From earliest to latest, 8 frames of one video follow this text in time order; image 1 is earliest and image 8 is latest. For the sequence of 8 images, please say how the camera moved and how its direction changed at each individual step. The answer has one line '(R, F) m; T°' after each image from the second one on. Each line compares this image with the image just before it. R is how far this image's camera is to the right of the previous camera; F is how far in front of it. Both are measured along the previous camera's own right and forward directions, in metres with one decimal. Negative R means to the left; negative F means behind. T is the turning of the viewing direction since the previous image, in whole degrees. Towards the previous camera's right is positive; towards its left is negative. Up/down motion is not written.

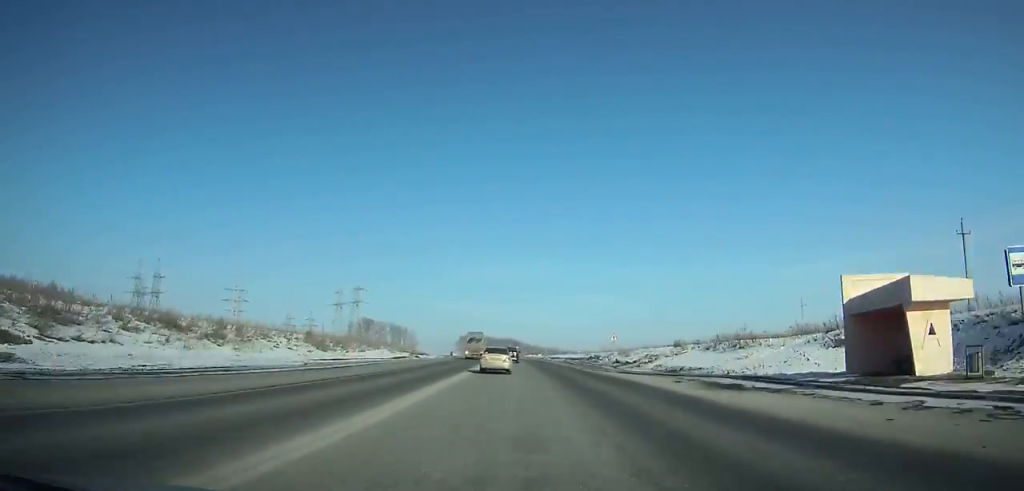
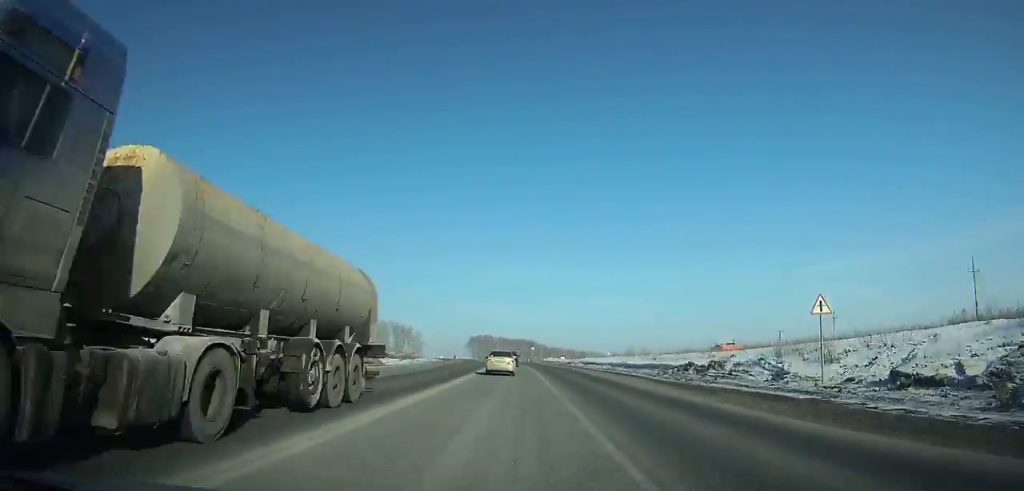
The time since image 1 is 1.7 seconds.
(-0.1, +40.9) m; -2°
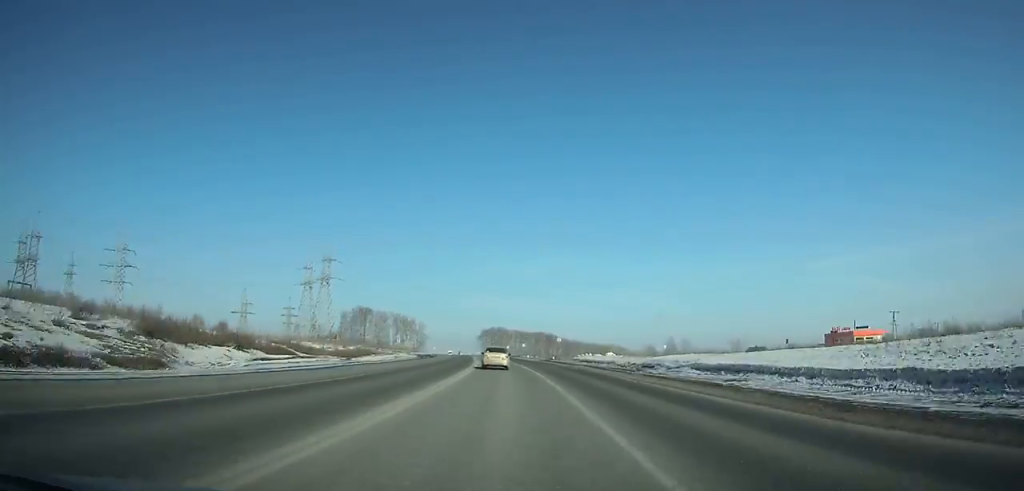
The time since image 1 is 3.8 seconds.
(-1.3, +51.2) m; -3°
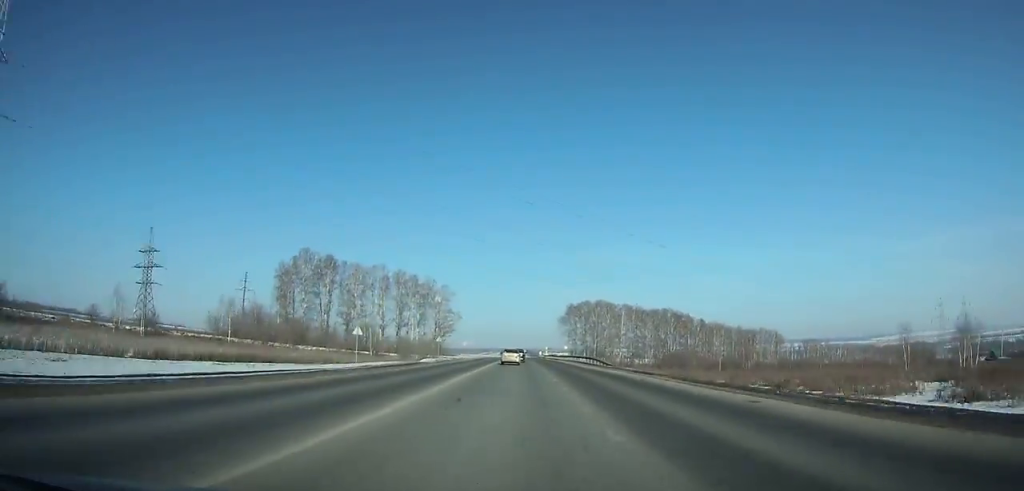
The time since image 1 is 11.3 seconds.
(-12.1, +189.2) m; -5°
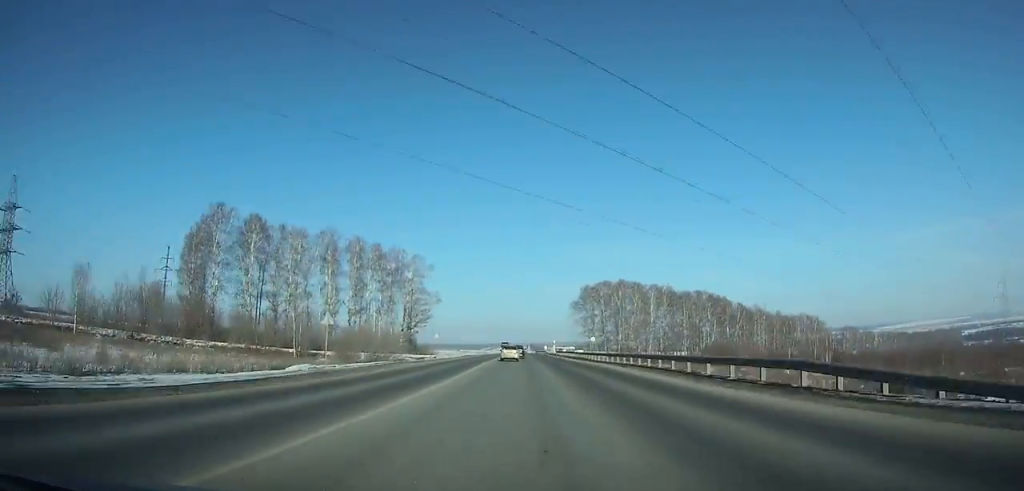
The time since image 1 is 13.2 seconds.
(-0.2, +50.1) m; 0°
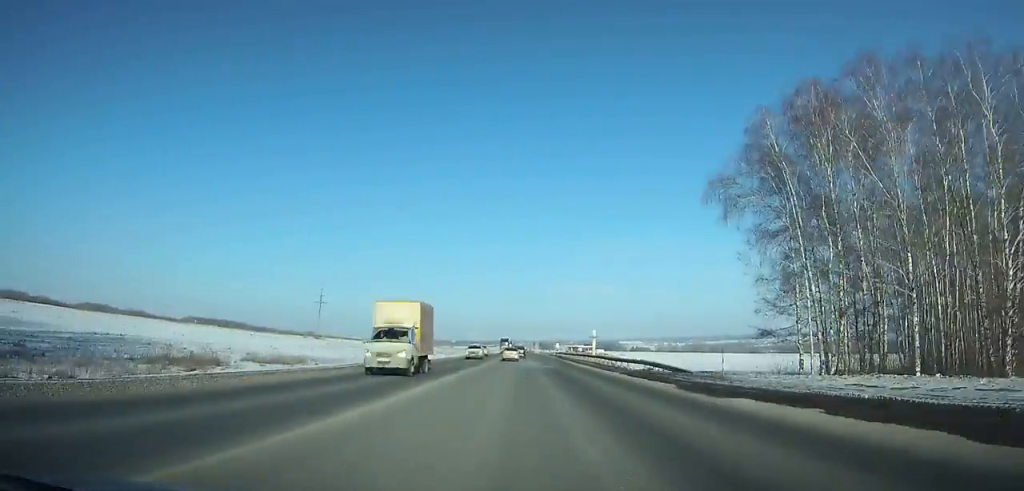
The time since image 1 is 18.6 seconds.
(-0.5, +144.8) m; 0°
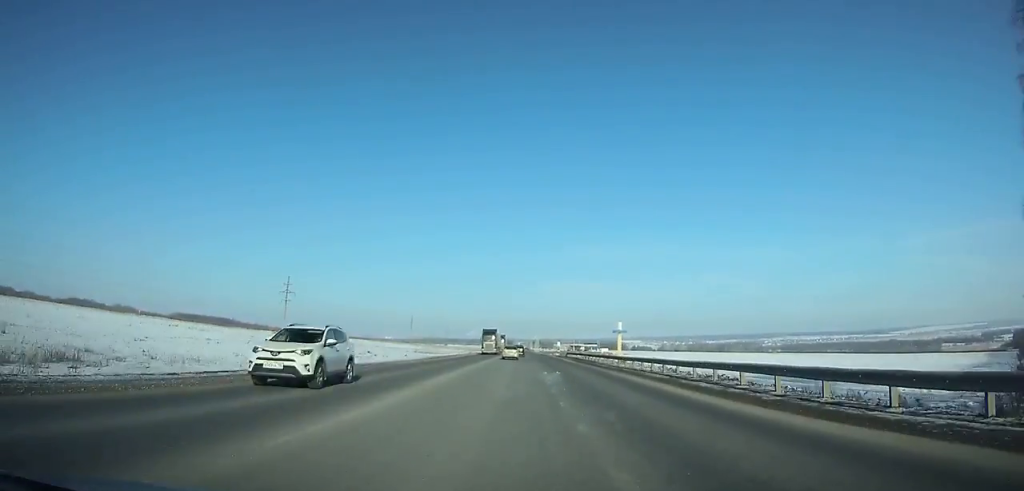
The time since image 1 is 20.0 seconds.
(-0.1, +38.1) m; 0°
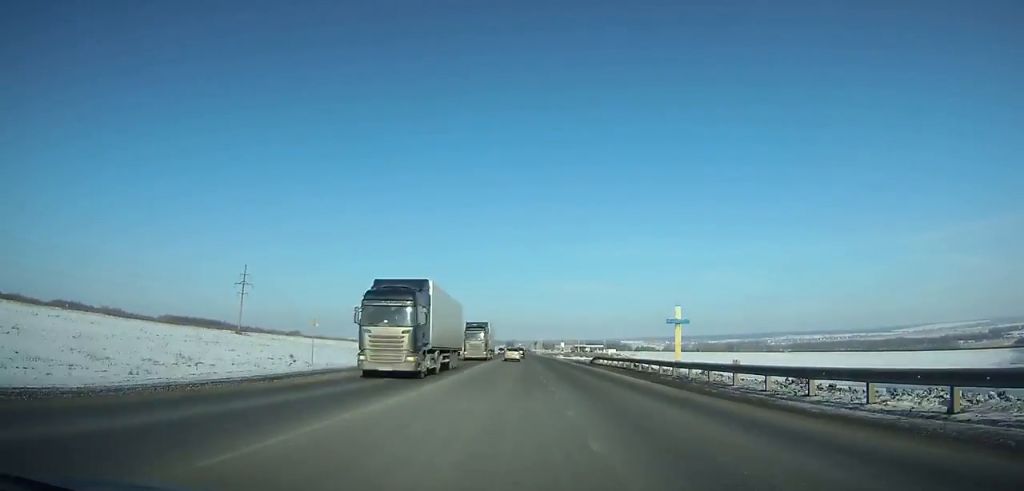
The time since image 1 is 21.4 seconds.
(0.0, +38.5) m; 0°
